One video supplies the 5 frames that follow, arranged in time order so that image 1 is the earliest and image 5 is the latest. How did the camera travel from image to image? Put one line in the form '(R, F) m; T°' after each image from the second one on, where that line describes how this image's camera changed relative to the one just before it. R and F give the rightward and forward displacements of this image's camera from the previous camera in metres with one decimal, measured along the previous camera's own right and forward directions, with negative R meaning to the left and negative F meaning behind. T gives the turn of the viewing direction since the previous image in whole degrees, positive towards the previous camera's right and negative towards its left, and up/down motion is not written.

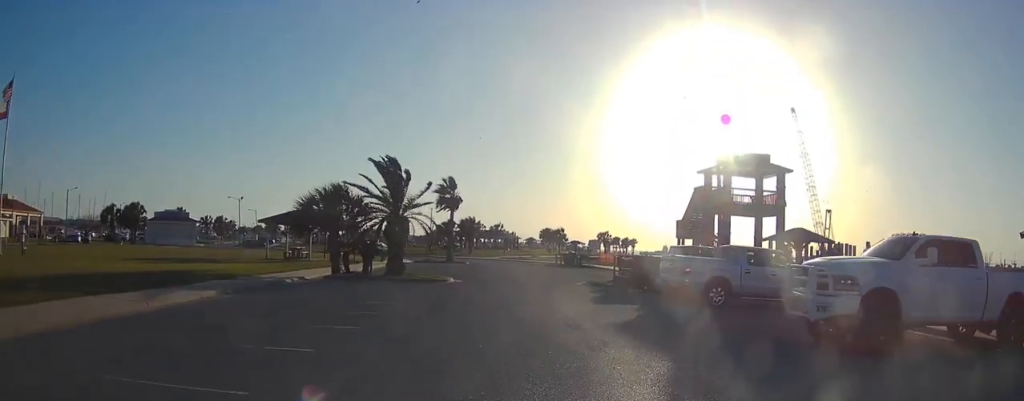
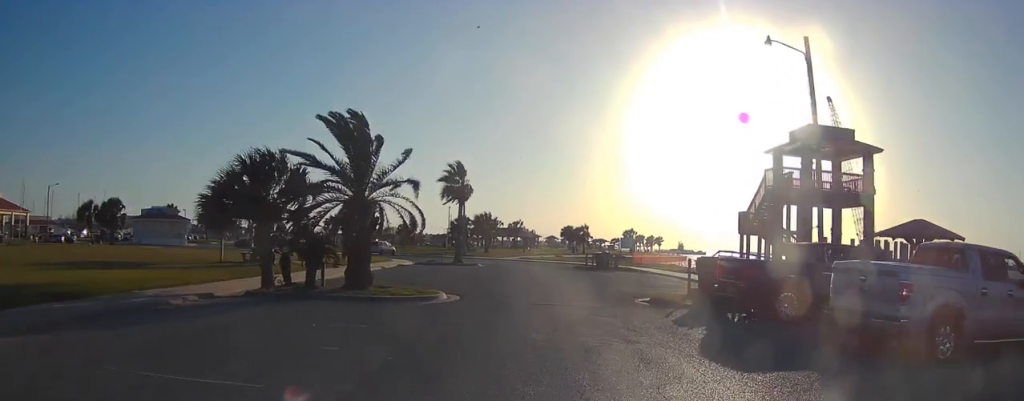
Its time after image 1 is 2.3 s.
(-0.6, +10.1) m; +2°
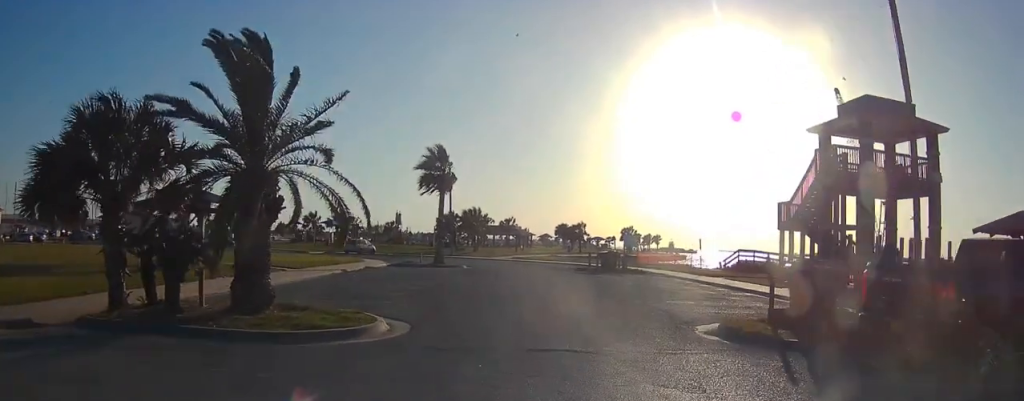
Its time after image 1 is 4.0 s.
(+0.3, +7.5) m; 0°
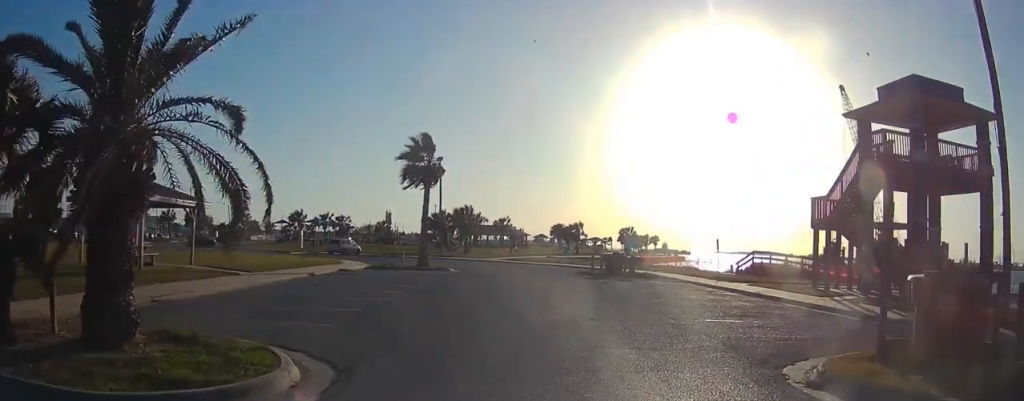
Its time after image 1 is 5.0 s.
(-0.1, +4.8) m; -1°
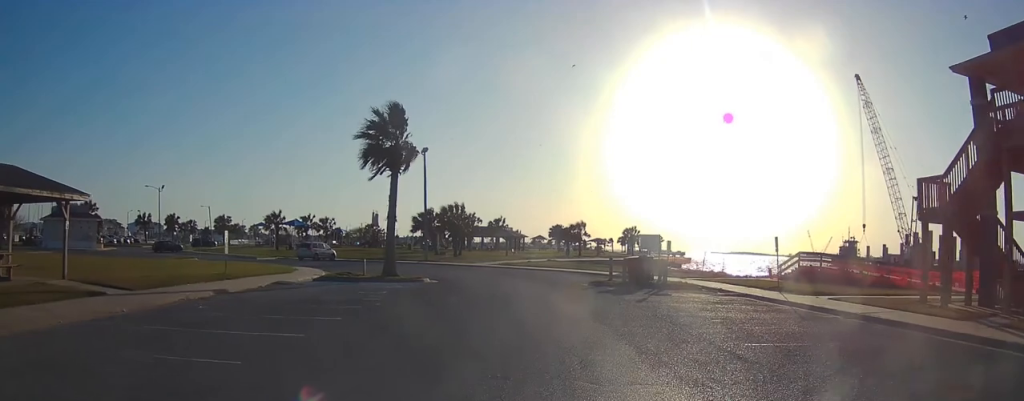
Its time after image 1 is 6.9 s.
(+0.2, +9.1) m; +3°
